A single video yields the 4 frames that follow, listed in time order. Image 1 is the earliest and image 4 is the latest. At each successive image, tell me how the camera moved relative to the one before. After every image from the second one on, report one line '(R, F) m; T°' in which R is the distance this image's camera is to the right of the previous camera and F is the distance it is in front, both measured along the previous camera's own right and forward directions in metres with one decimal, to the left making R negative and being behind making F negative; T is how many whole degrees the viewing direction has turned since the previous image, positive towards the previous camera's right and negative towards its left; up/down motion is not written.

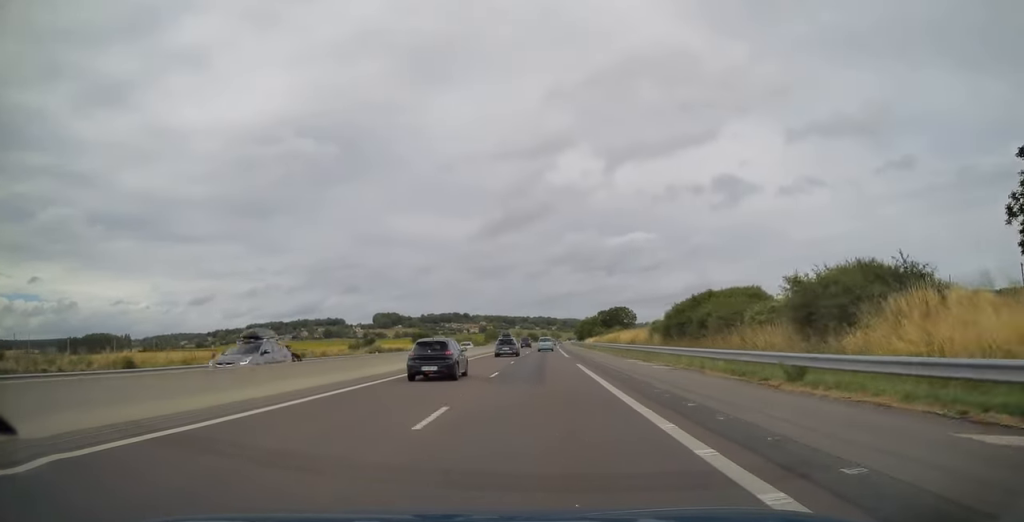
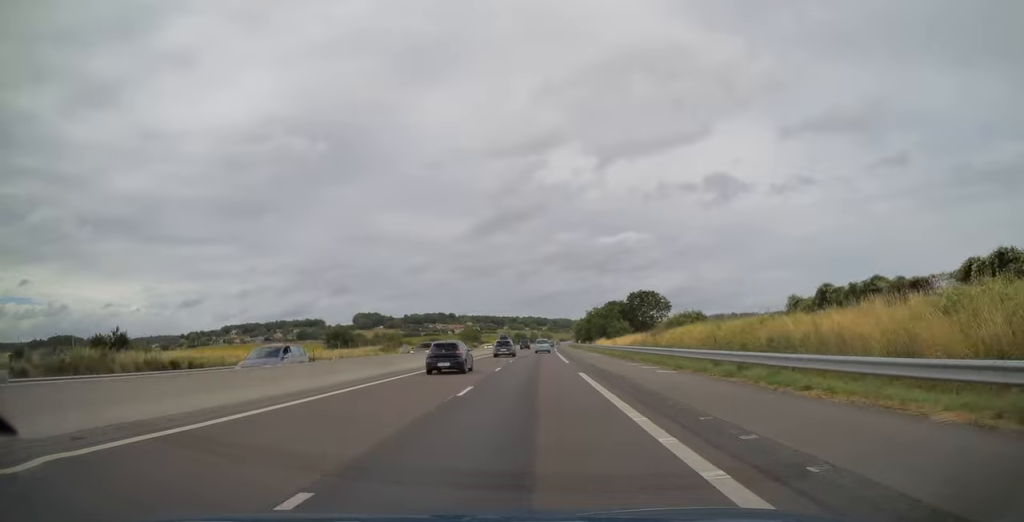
(+0.4, +58.6) m; +1°
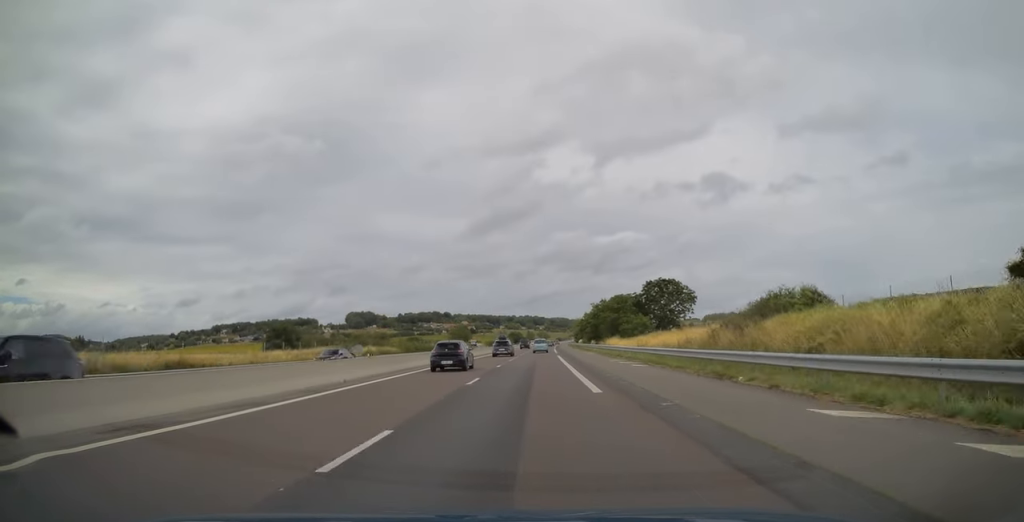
(0.0, +22.1) m; 0°
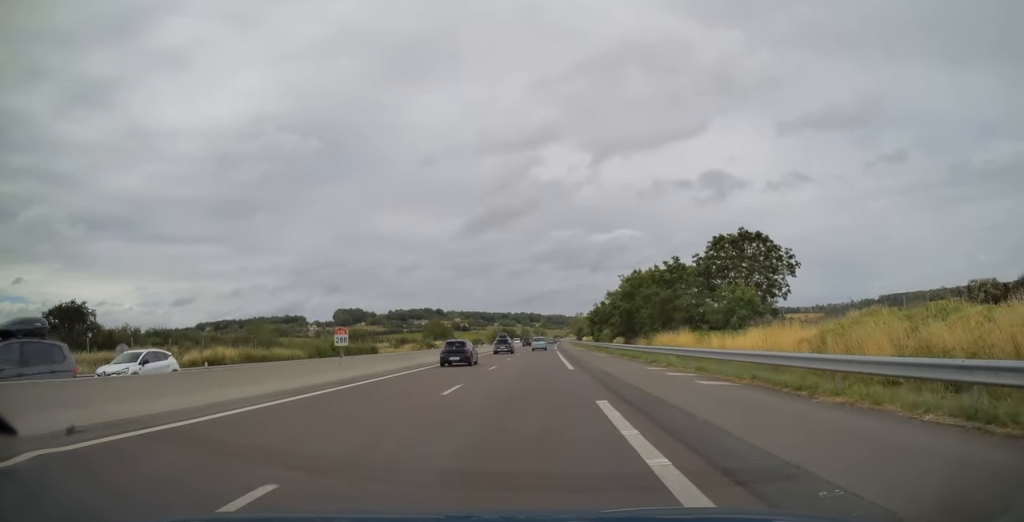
(+0.3, +40.9) m; 0°
